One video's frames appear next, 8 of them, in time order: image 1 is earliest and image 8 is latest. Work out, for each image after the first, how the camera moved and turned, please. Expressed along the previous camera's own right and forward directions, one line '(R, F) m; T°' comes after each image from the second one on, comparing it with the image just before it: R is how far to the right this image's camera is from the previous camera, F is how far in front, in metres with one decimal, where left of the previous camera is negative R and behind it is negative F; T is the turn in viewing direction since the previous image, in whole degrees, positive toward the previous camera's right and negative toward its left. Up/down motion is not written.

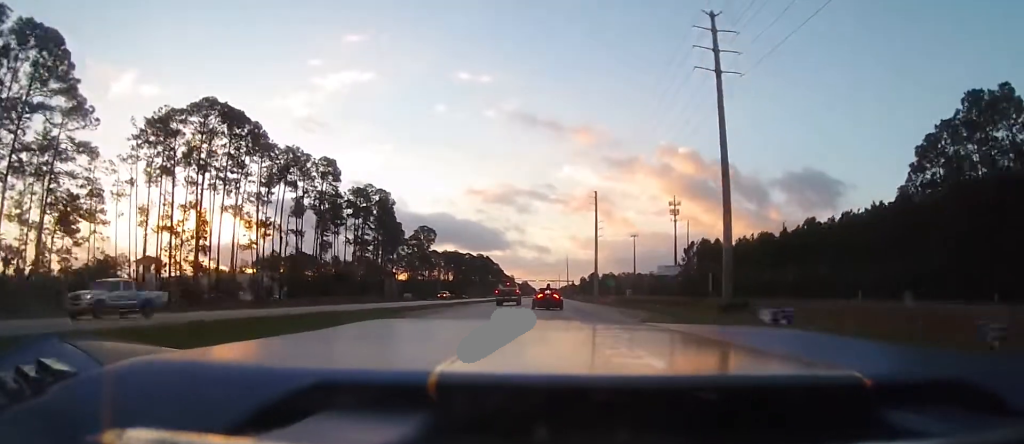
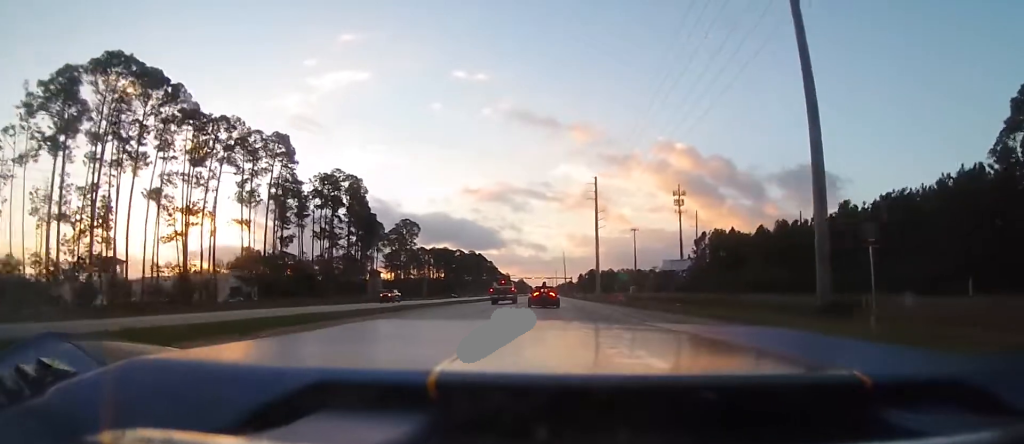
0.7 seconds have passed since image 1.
(+0.2, +18.2) m; +1°
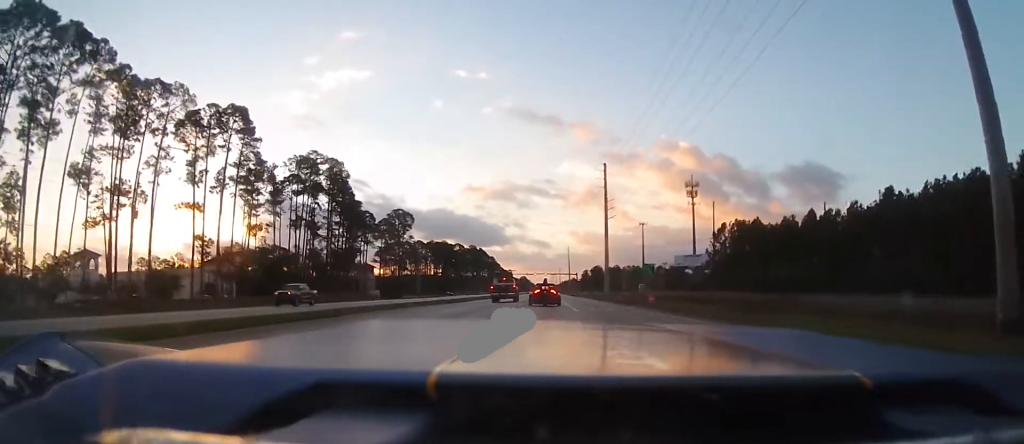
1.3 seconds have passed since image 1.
(+0.2, +14.4) m; 0°
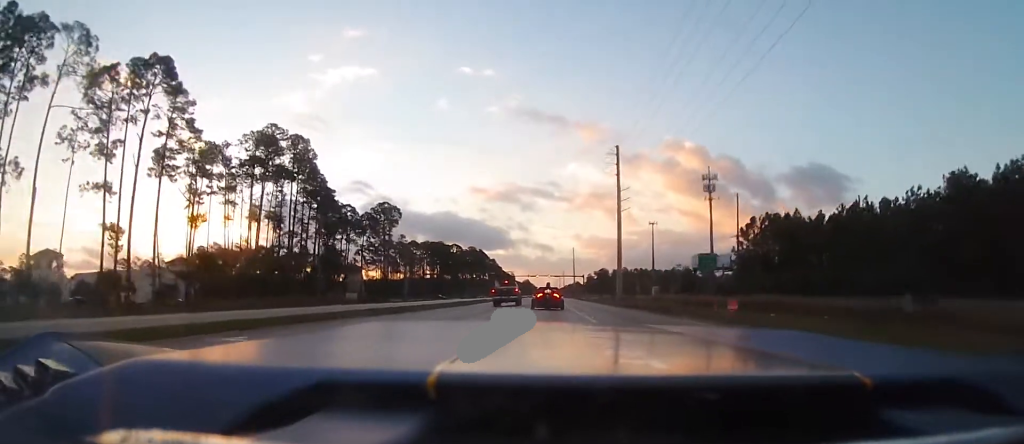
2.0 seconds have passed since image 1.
(-0.1, +18.5) m; 0°
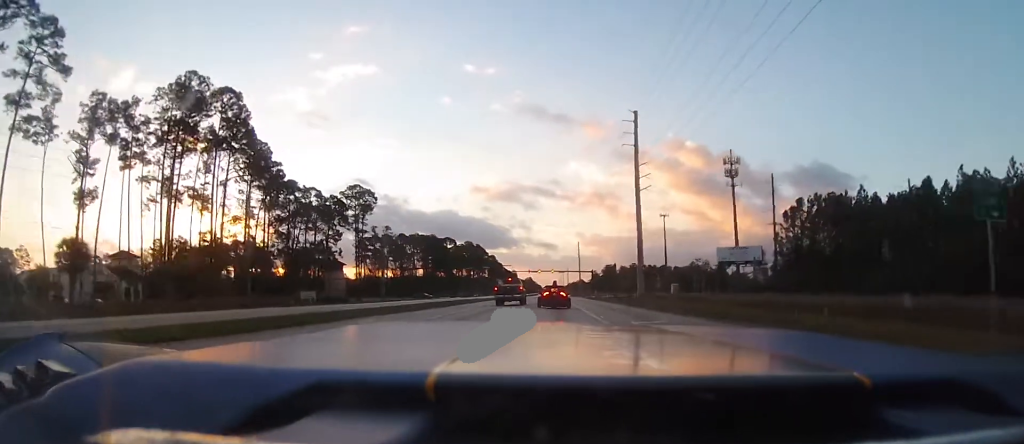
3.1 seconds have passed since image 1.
(-0.1, +24.2) m; 0°
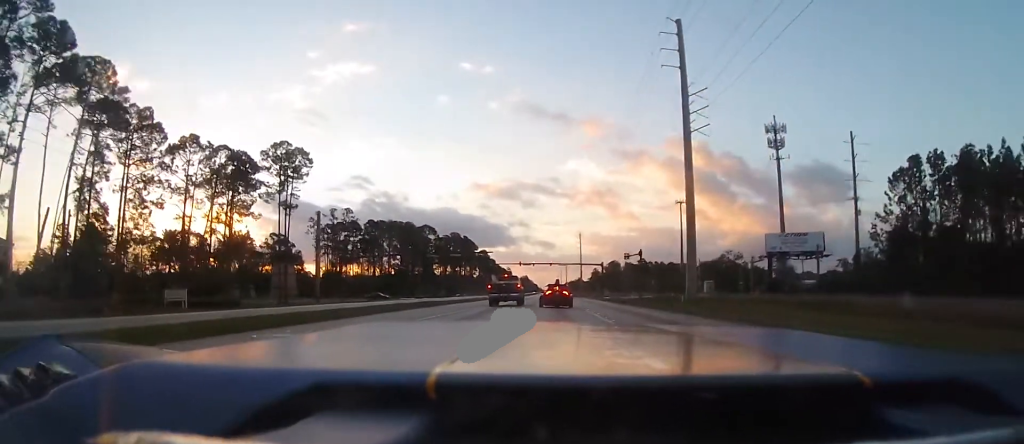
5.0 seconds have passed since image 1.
(-0.5, +36.7) m; -2°
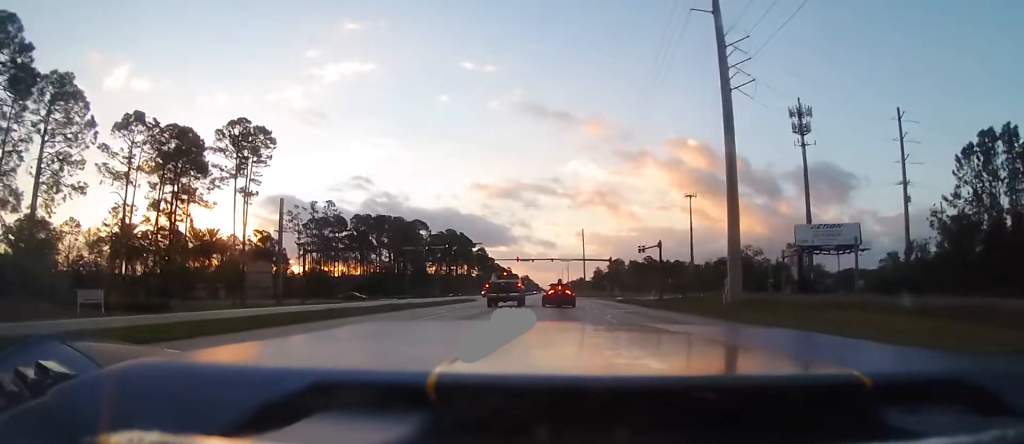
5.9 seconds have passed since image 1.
(0.0, +13.6) m; 0°
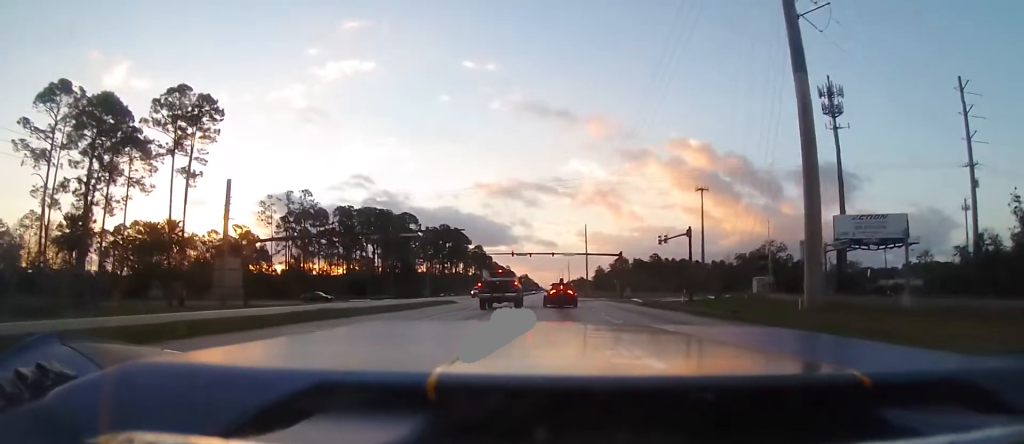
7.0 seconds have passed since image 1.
(+0.2, +14.3) m; +1°
